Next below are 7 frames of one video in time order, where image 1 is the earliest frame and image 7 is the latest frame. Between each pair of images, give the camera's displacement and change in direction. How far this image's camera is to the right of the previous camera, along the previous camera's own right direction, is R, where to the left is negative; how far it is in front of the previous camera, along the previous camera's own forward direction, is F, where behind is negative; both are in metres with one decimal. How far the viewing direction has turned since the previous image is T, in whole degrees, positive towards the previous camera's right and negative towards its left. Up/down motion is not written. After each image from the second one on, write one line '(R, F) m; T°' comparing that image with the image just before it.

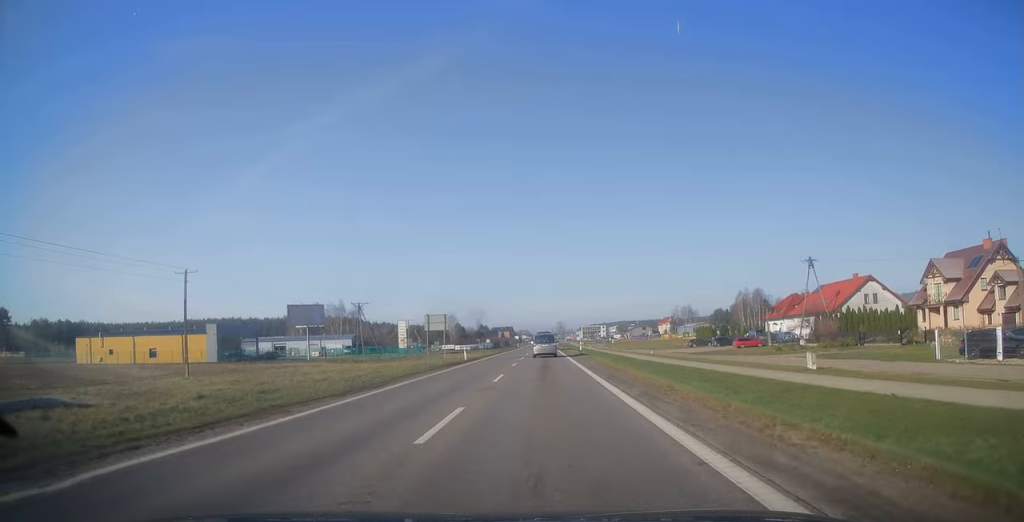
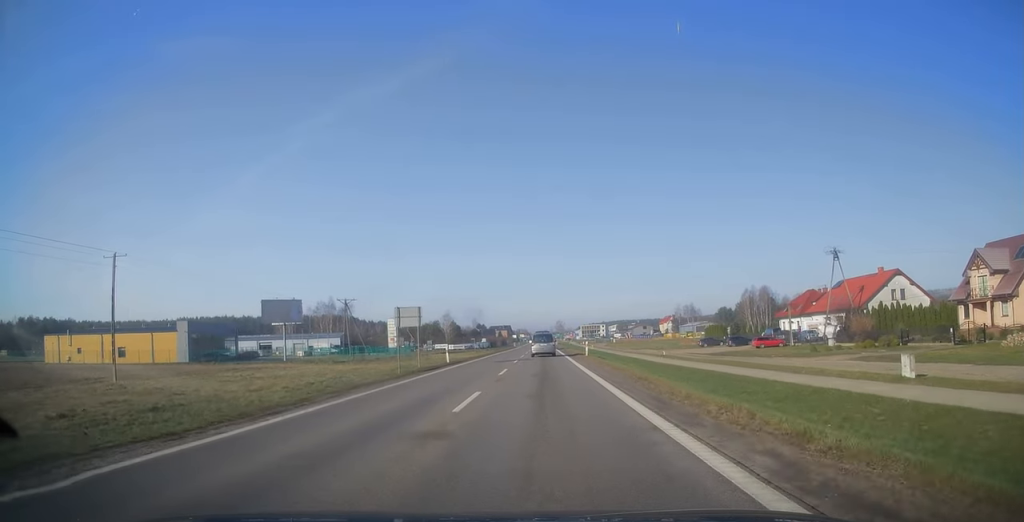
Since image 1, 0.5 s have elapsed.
(0.0, +8.5) m; +1°
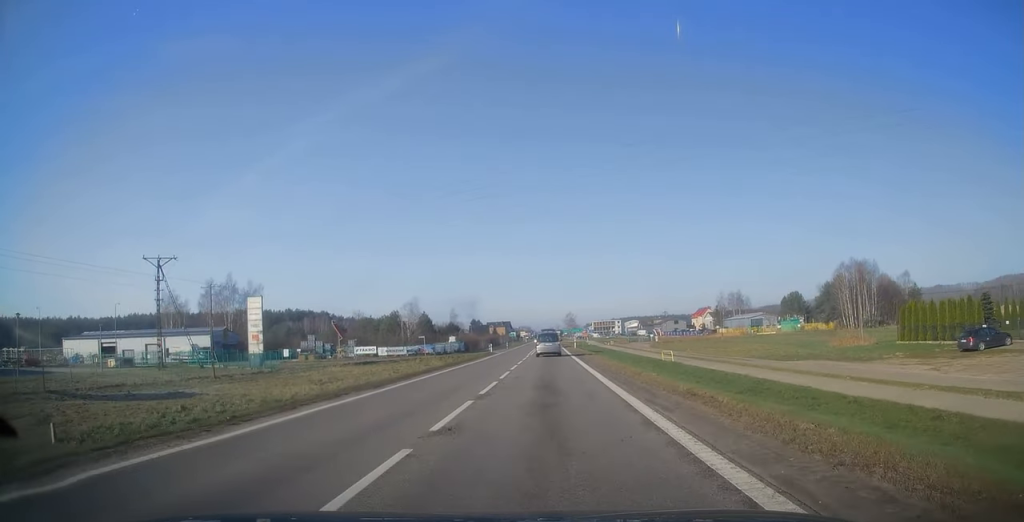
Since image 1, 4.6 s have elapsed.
(-0.2, +69.8) m; 0°
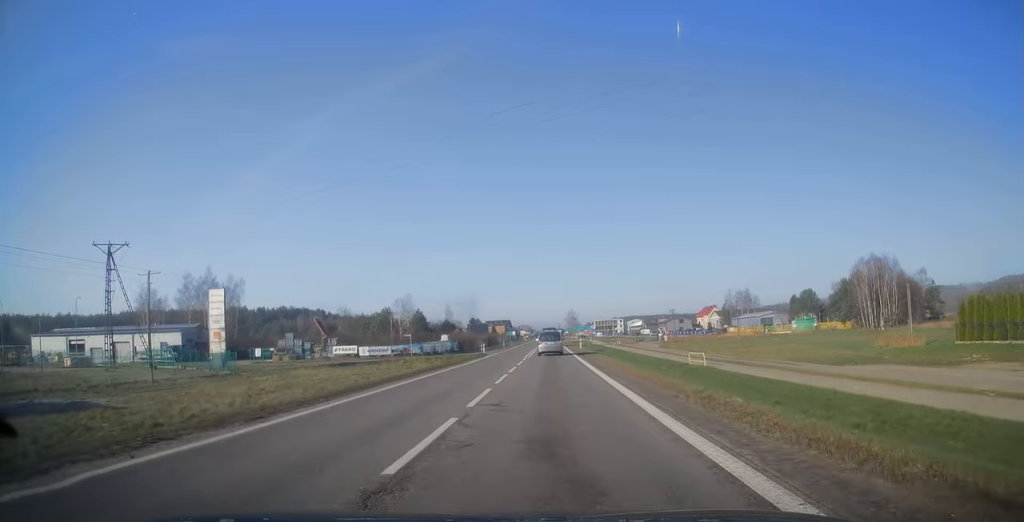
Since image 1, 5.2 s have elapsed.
(+0.1, +9.8) m; 0°
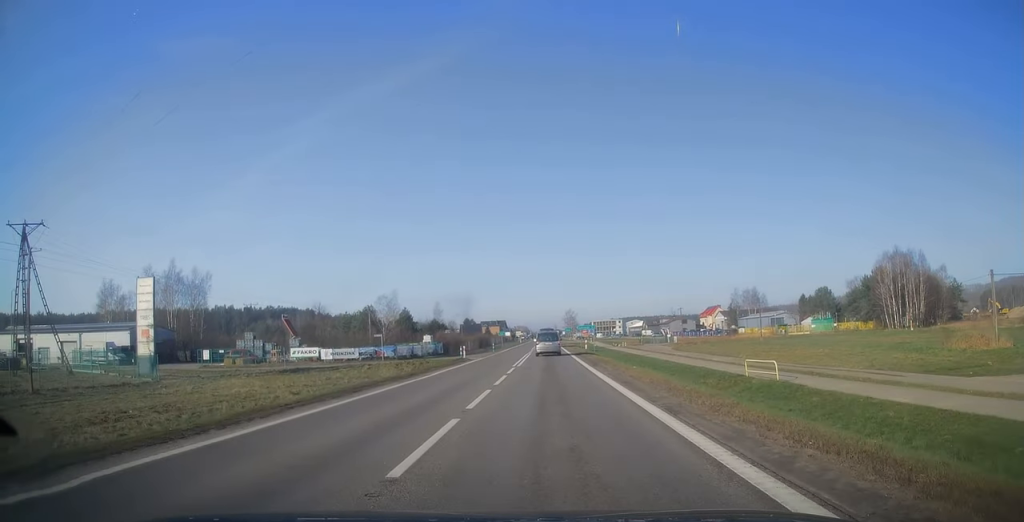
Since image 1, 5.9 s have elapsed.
(-0.2, +13.5) m; -1°
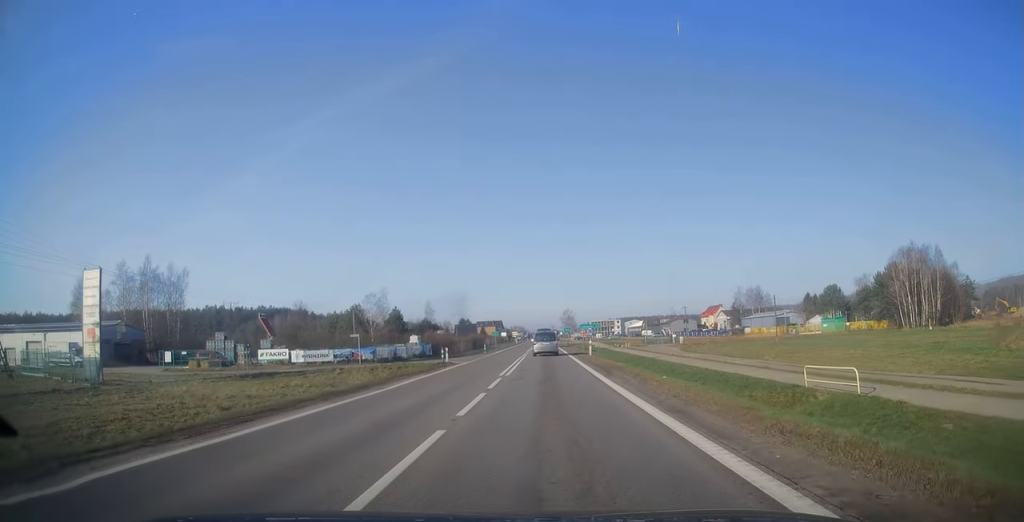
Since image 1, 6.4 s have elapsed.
(0.0, +7.1) m; 0°
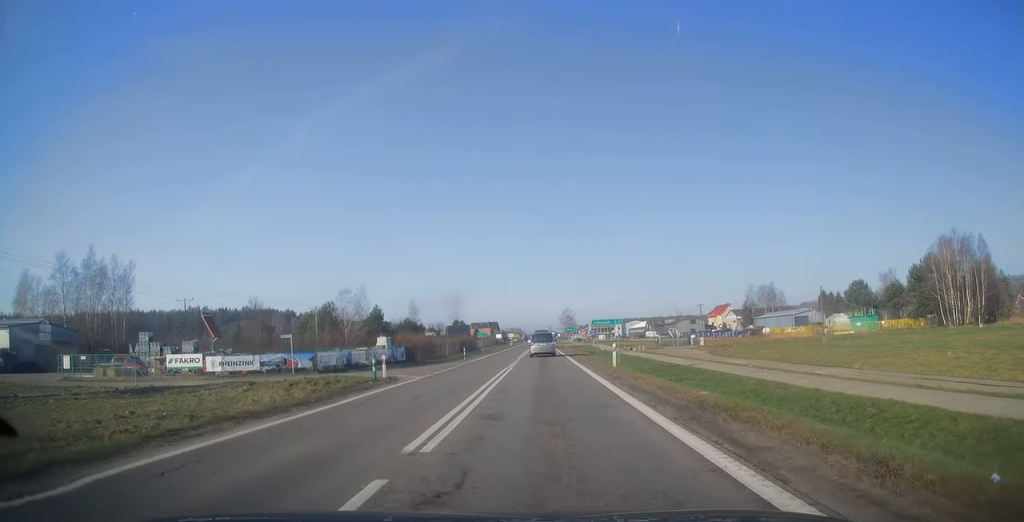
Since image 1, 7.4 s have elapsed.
(0.0, +14.2) m; 0°
